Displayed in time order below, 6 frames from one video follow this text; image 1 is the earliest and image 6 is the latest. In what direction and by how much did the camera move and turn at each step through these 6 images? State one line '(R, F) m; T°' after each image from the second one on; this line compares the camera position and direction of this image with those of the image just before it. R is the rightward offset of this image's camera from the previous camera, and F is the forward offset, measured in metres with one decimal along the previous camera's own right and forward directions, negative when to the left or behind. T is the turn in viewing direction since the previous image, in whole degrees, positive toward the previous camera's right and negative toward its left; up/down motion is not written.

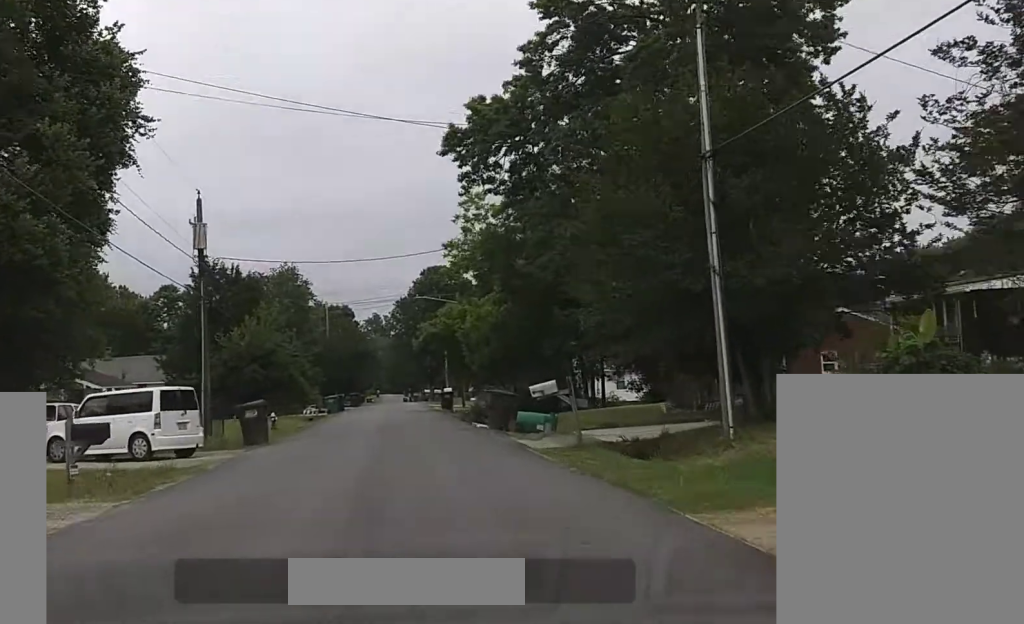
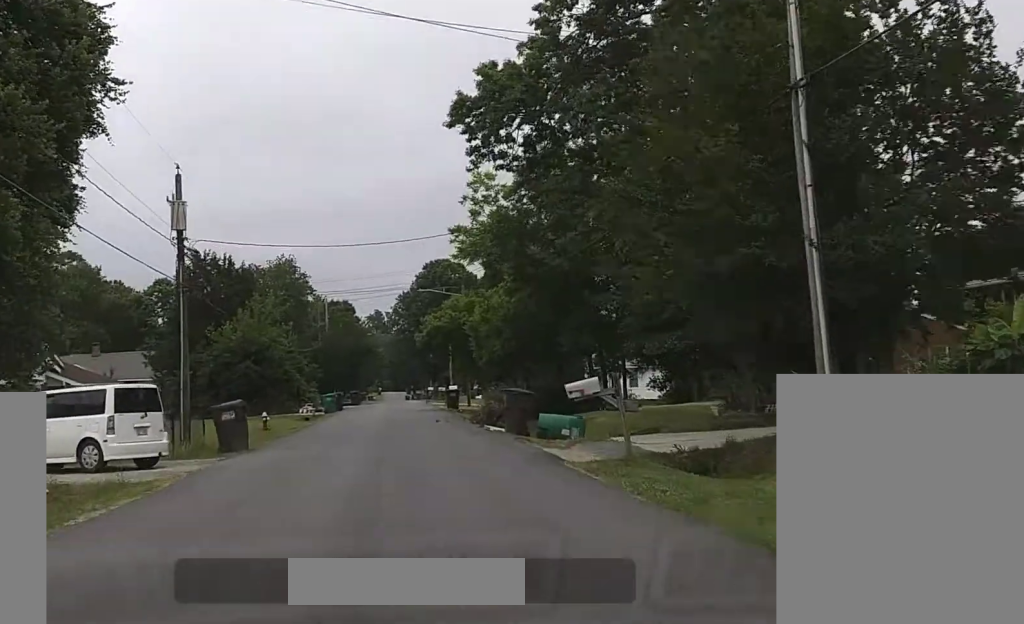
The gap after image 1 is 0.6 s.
(+0.1, +4.4) m; 0°
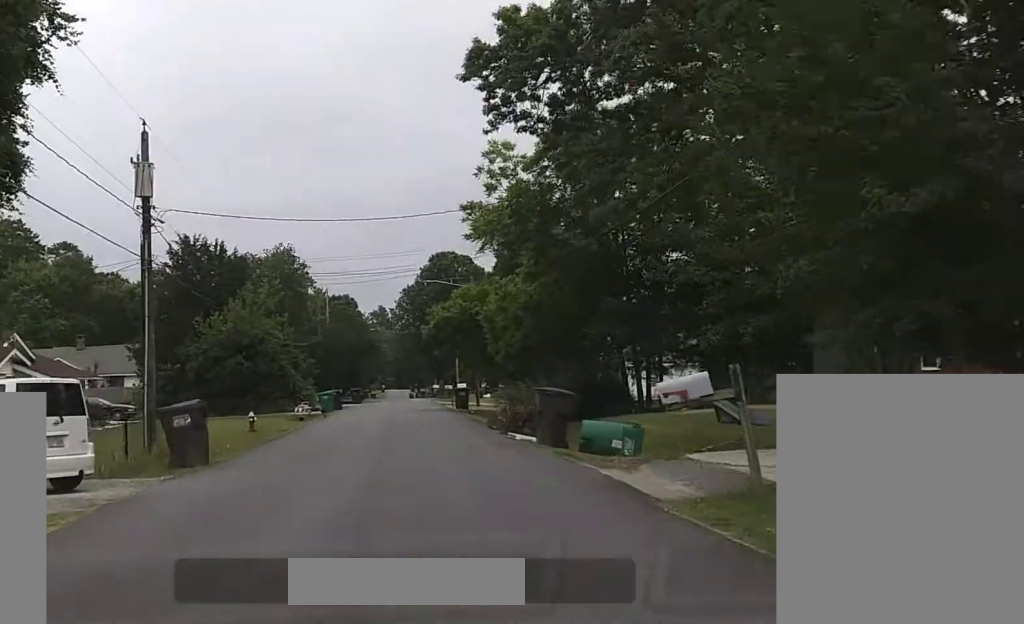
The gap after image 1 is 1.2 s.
(-0.2, +5.4) m; -1°
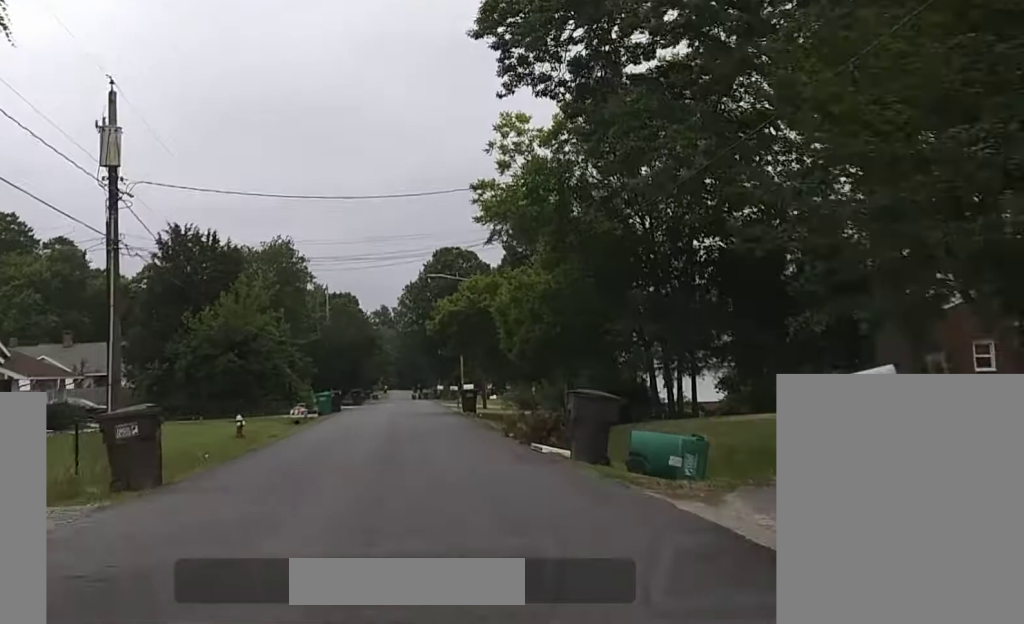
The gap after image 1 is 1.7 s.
(-0.1, +4.6) m; -1°
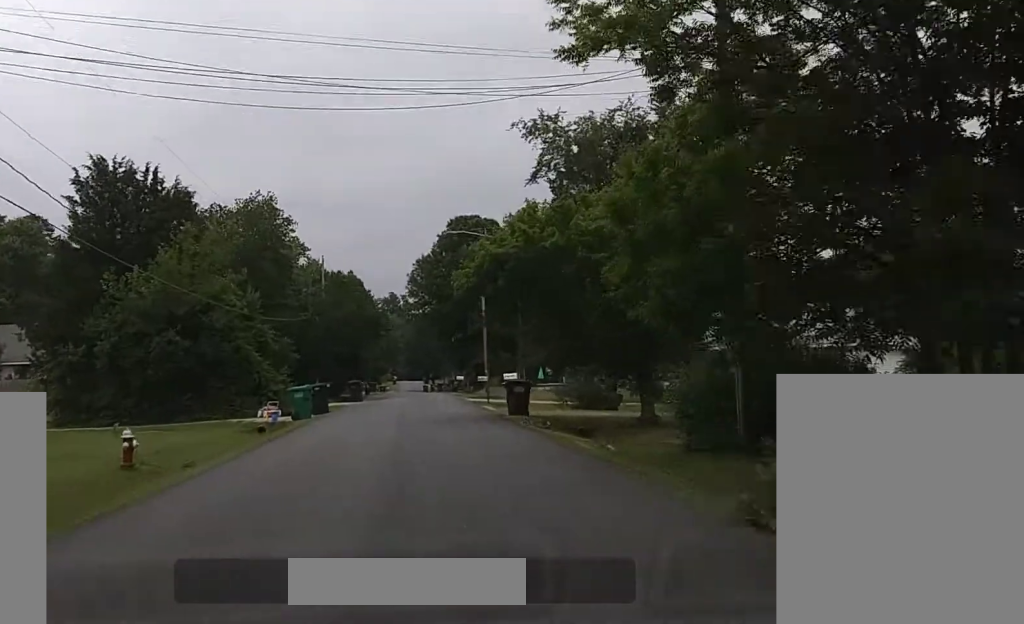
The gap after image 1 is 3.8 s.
(0.0, +16.8) m; 0°
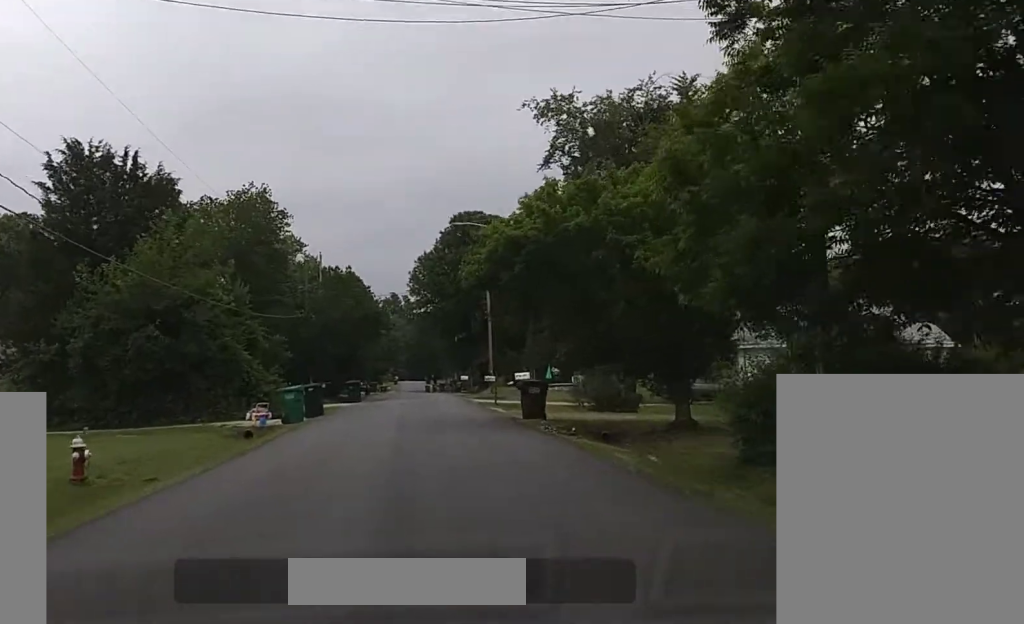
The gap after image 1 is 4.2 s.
(0.0, +3.6) m; 0°
